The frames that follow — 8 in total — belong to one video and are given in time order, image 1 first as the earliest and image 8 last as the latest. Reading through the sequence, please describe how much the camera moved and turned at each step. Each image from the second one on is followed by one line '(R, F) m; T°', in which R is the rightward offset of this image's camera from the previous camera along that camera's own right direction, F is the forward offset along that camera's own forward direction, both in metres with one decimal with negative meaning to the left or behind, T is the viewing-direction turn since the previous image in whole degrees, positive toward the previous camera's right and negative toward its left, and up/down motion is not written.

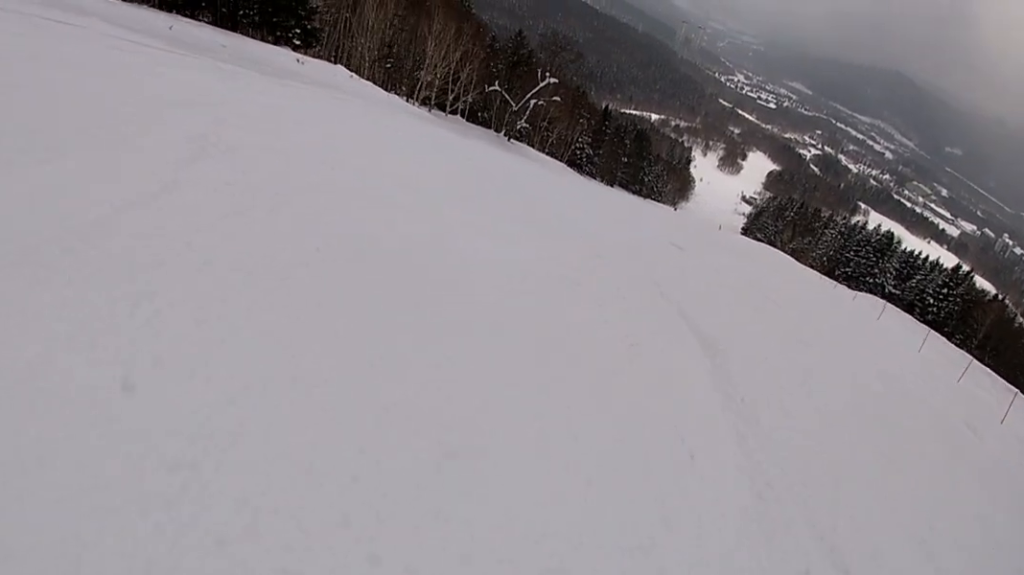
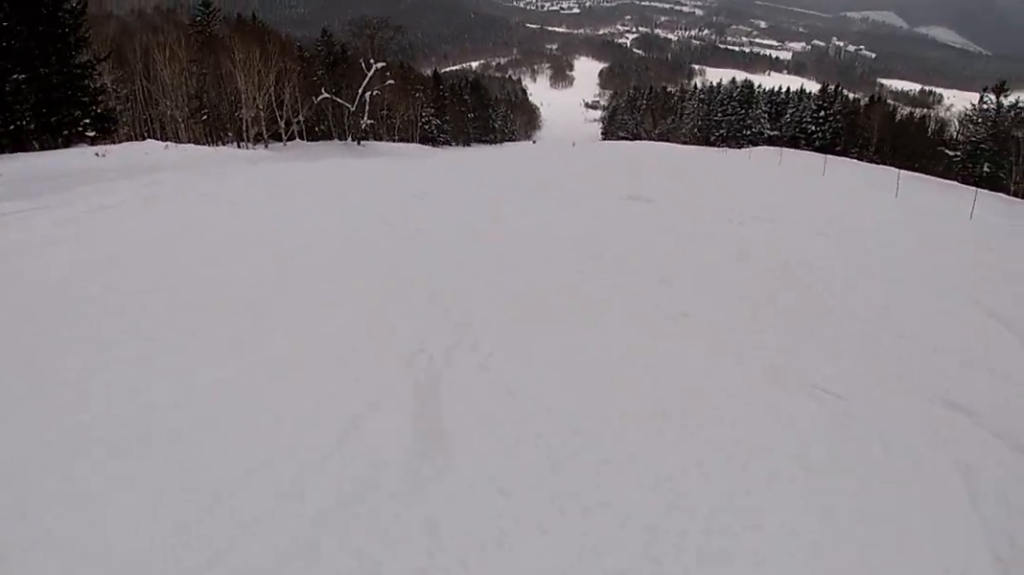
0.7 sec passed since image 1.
(+0.3, +6.8) m; +12°
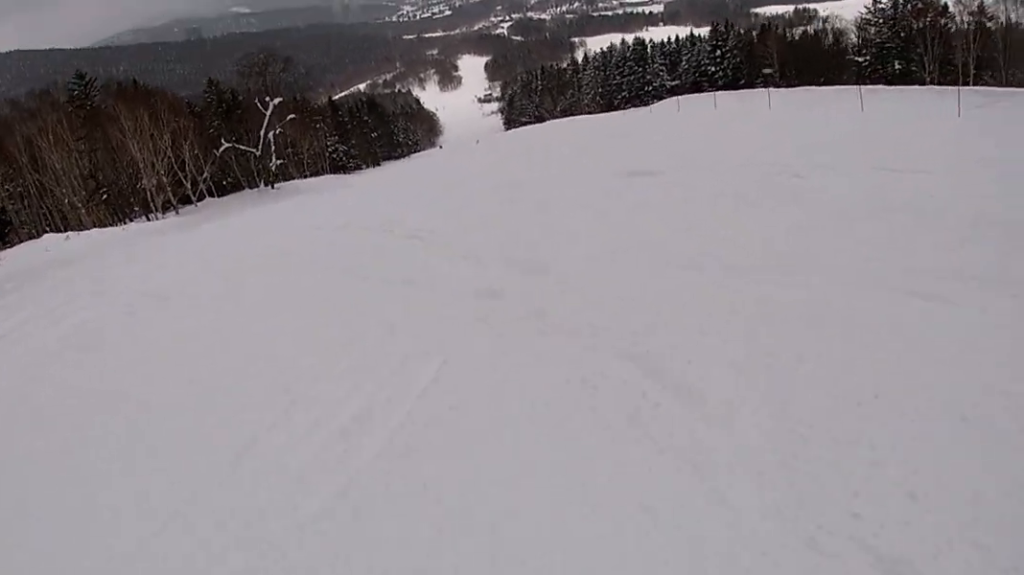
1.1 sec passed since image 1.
(+0.6, +4.0) m; +11°
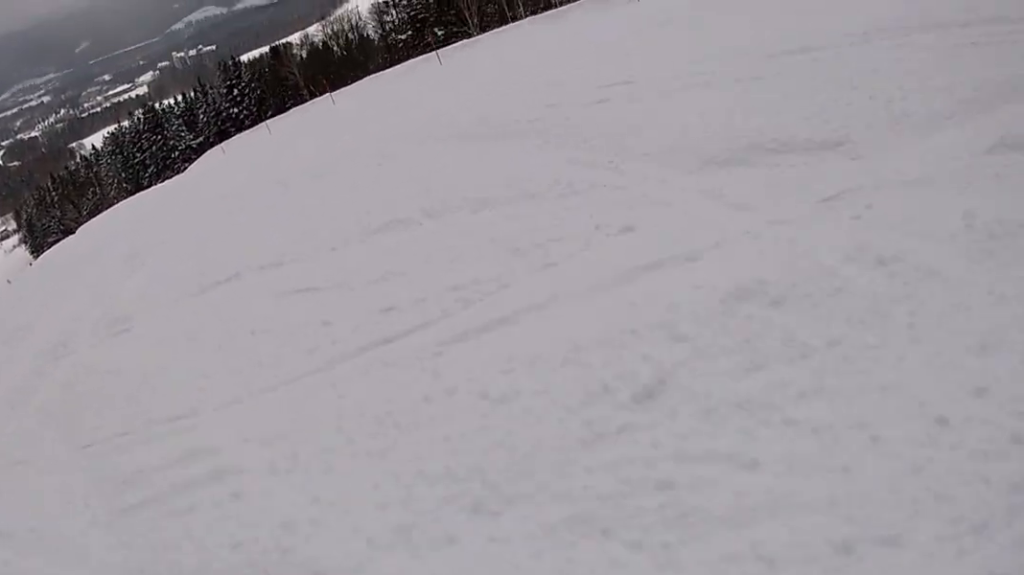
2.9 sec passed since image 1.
(+5.6, +16.4) m; +23°
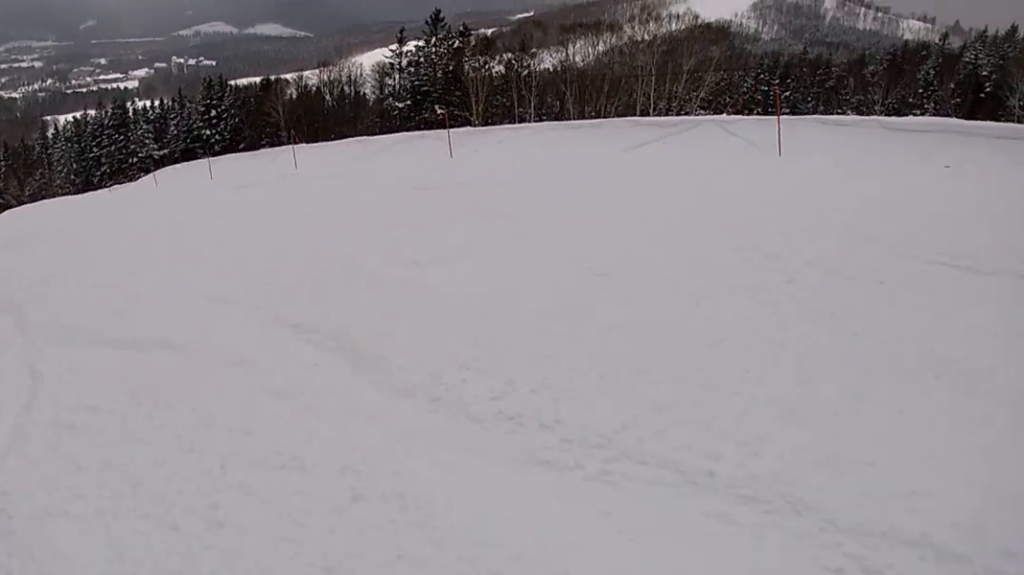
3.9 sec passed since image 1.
(-0.3, +8.3) m; -13°
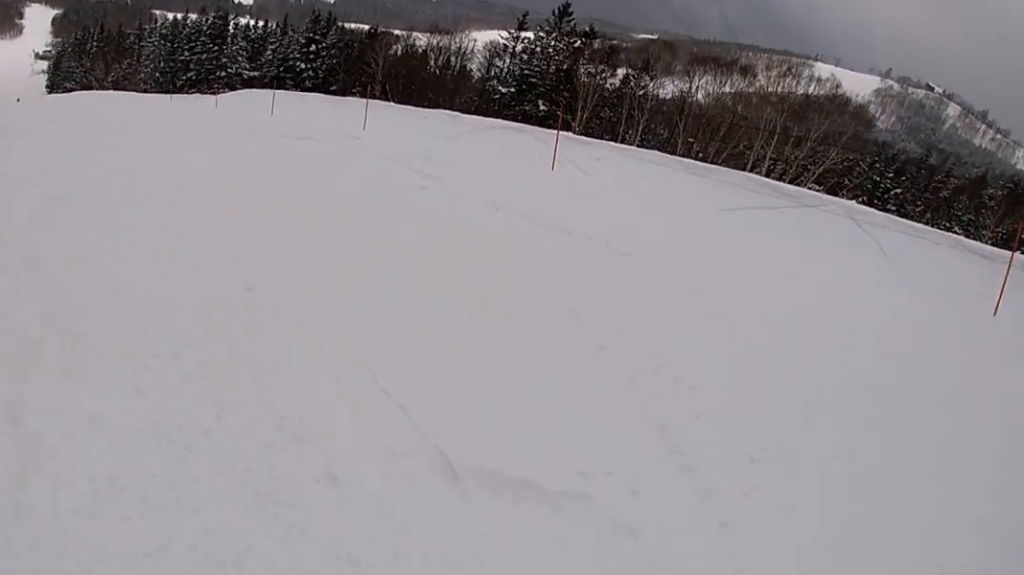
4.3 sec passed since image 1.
(0.0, +4.1) m; -11°
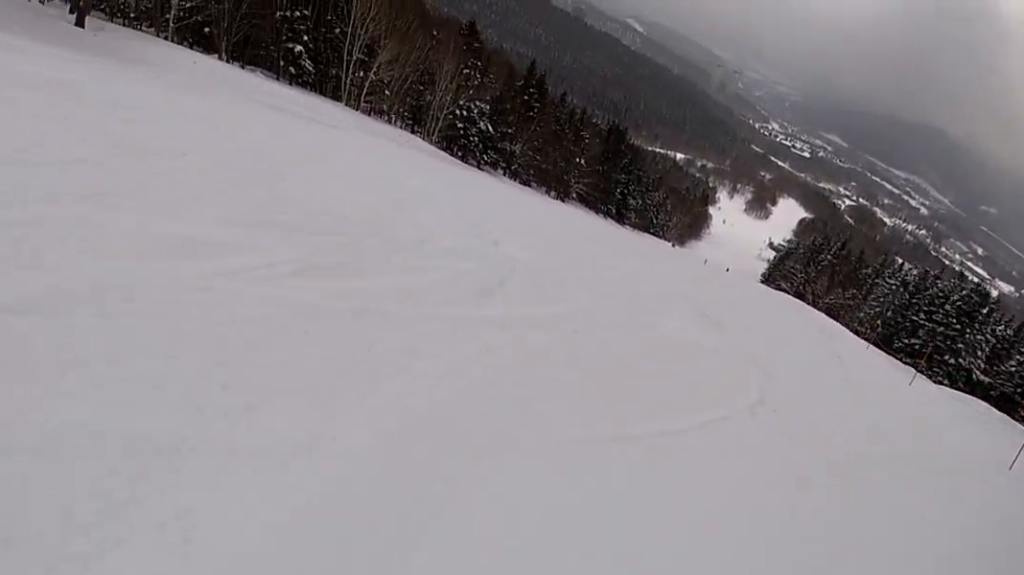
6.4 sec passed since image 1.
(-4.0, +18.0) m; -17°
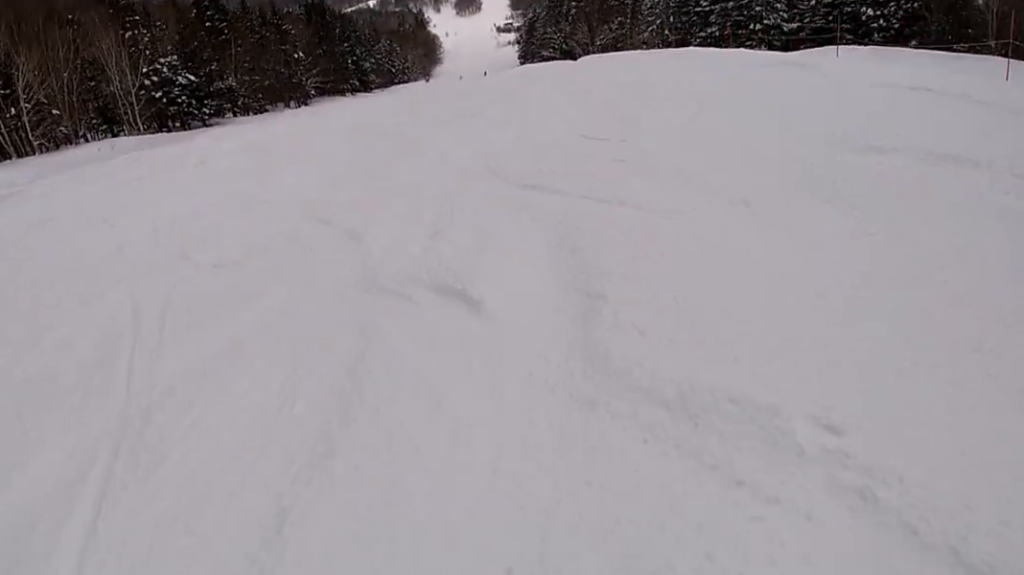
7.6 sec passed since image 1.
(+0.1, +9.7) m; +16°
